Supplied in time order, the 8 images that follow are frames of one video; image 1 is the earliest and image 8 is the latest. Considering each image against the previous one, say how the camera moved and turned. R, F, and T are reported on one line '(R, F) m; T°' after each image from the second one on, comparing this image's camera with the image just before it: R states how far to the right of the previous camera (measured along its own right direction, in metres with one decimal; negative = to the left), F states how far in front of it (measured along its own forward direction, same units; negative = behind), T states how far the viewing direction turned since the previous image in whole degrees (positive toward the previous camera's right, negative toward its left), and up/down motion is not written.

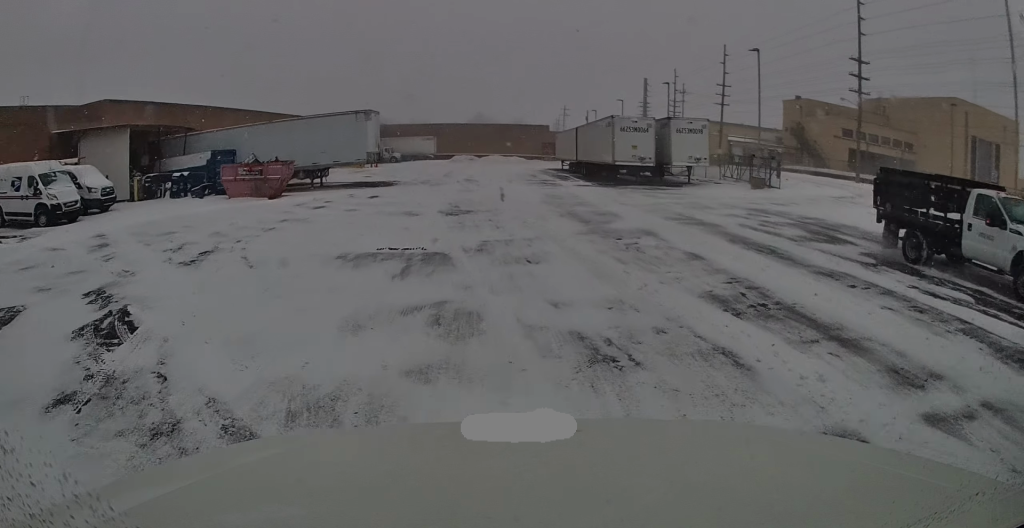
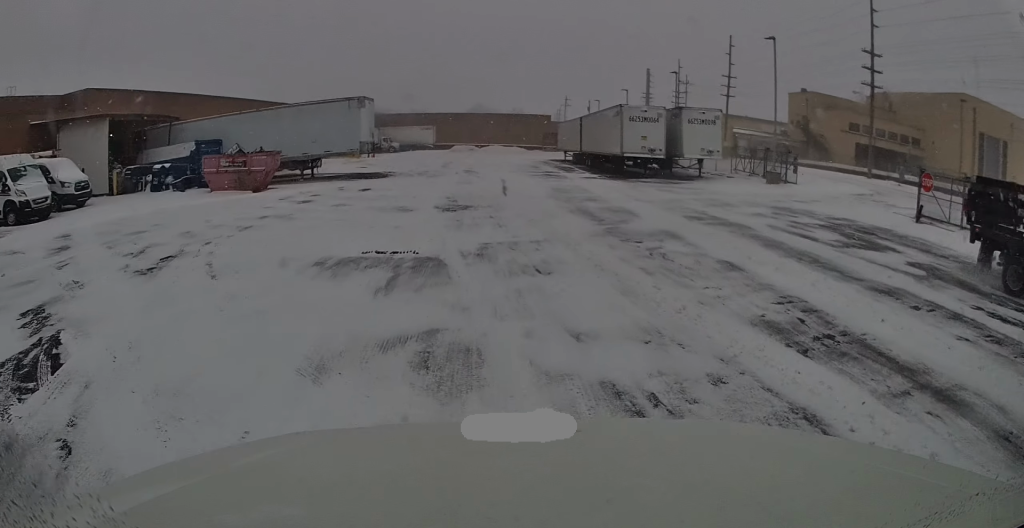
(+0.1, +1.8) m; +2°
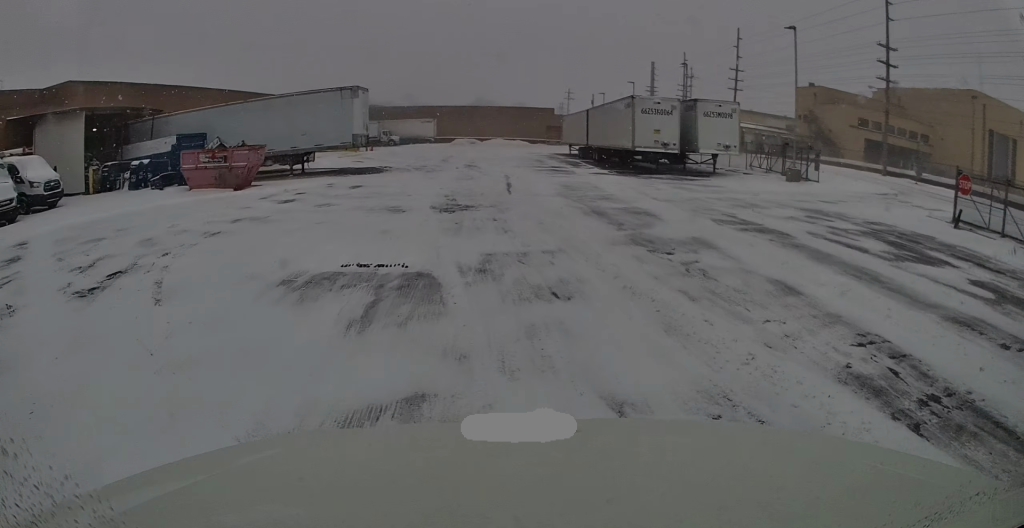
(0.0, +2.0) m; +1°
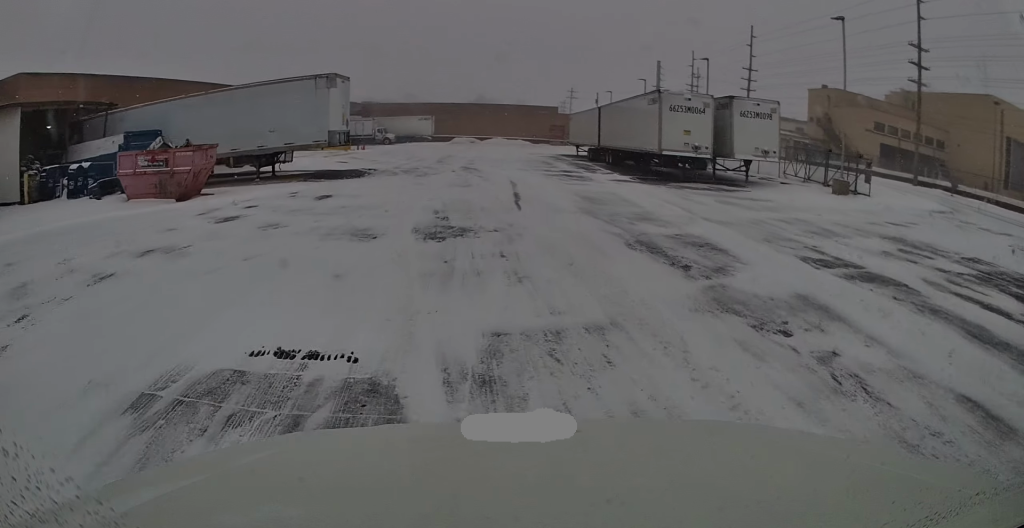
(0.0, +4.5) m; 0°
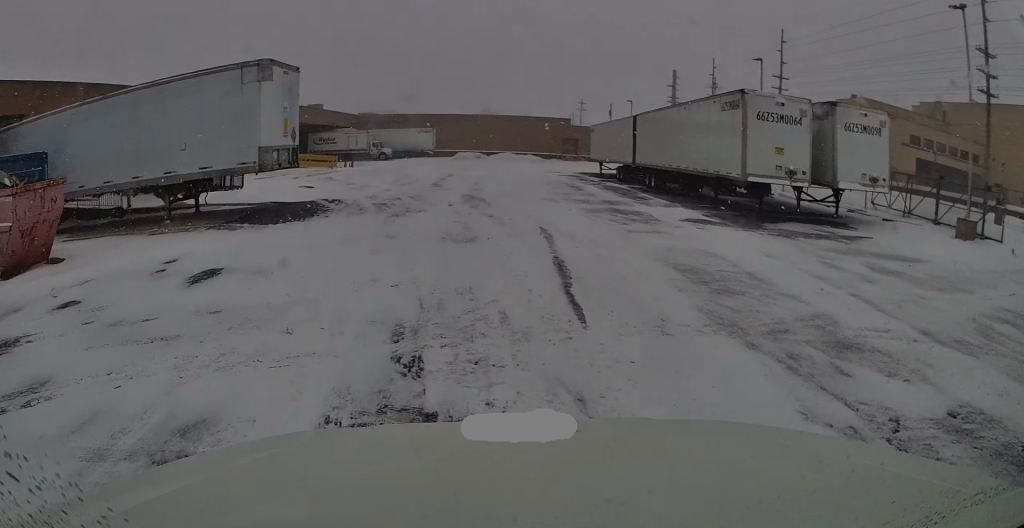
(0.0, +8.3) m; 0°
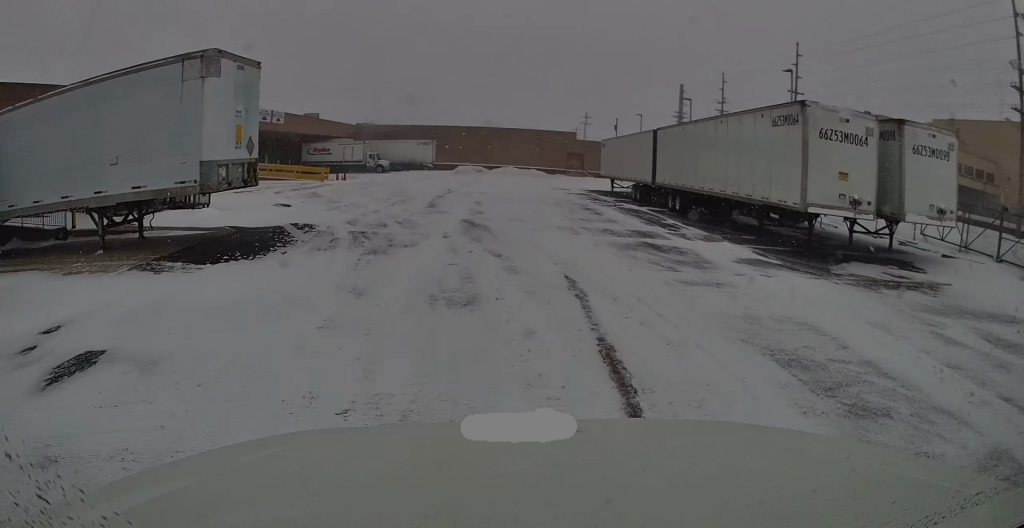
(0.0, +3.8) m; 0°
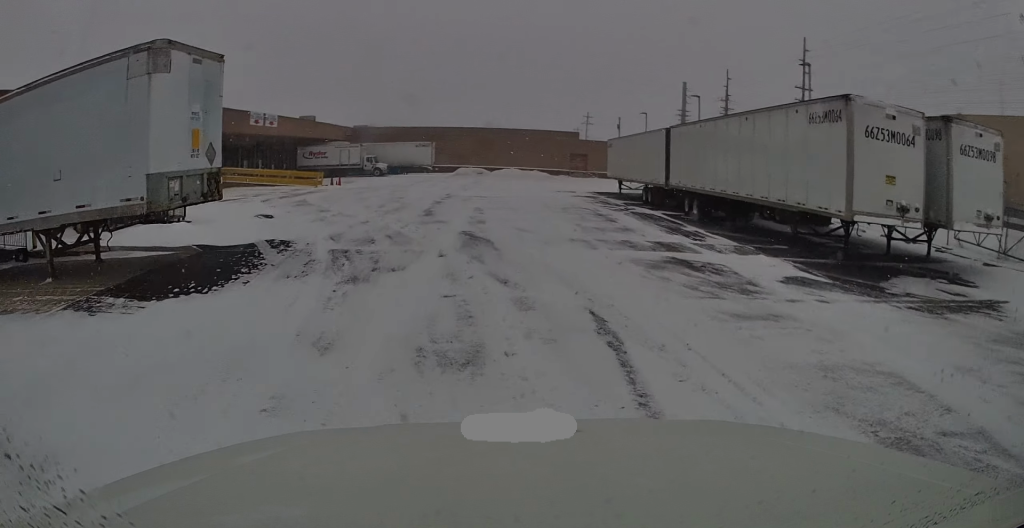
(0.0, +2.3) m; 0°
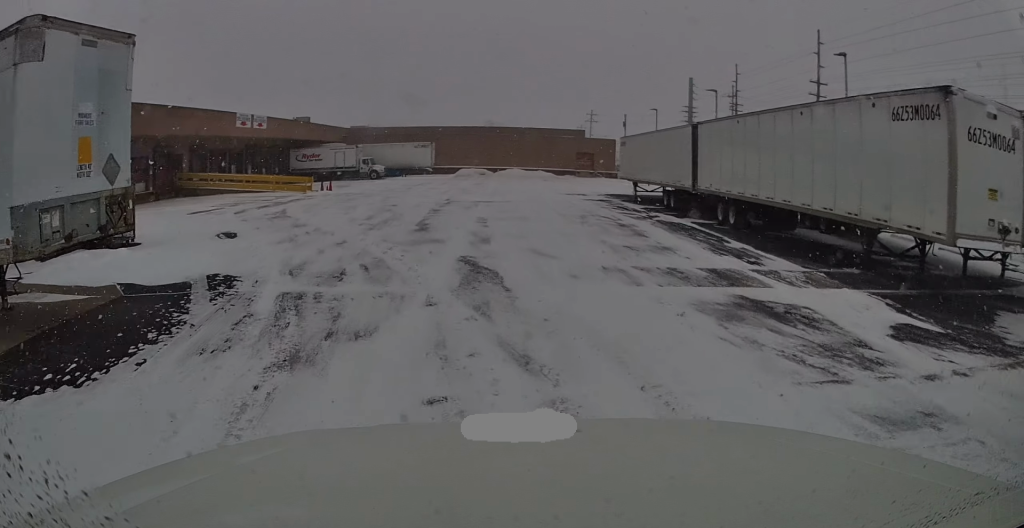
(0.0, +3.9) m; 0°
